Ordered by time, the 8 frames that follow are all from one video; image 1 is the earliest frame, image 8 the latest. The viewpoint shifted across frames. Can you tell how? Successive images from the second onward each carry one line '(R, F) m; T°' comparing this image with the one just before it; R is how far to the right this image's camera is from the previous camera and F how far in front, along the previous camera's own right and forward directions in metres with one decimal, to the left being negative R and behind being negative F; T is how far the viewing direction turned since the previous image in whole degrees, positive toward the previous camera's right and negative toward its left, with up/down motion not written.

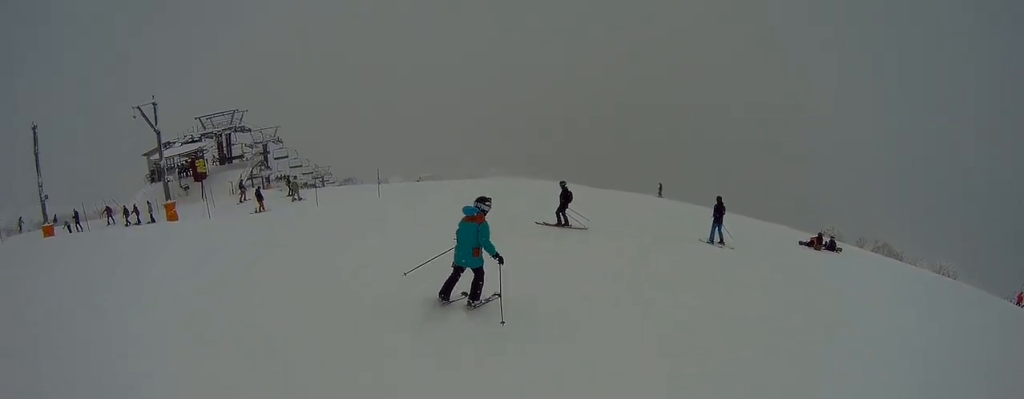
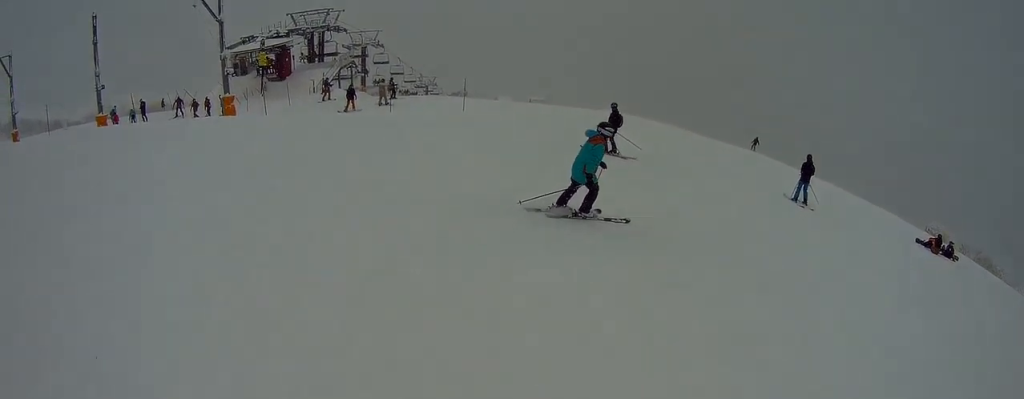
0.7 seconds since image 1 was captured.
(+0.6, +2.5) m; +5°
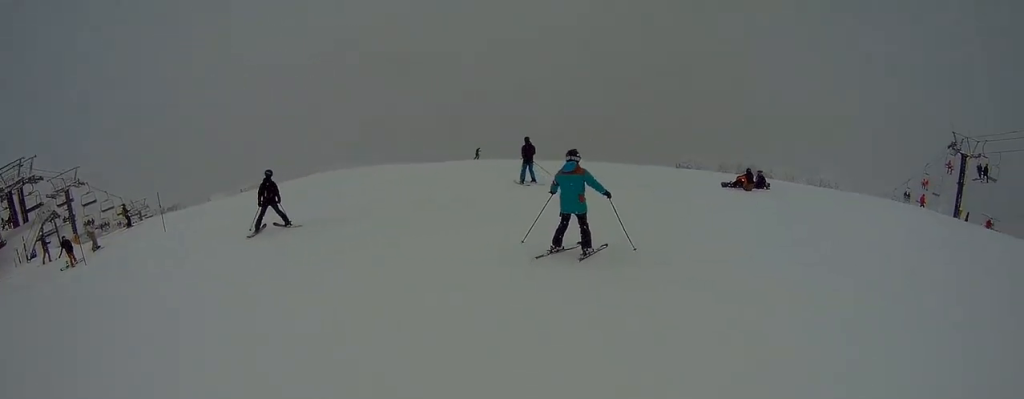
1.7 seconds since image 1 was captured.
(+0.2, +4.2) m; +8°
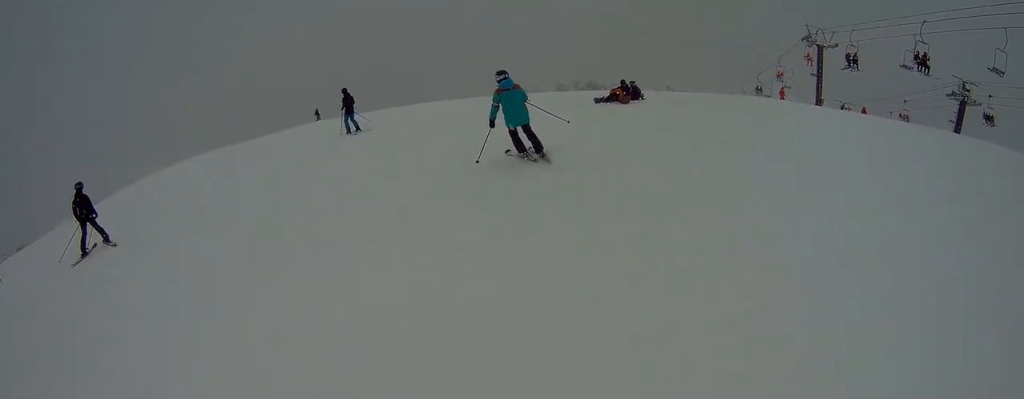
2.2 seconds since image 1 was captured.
(-0.2, +2.2) m; +3°
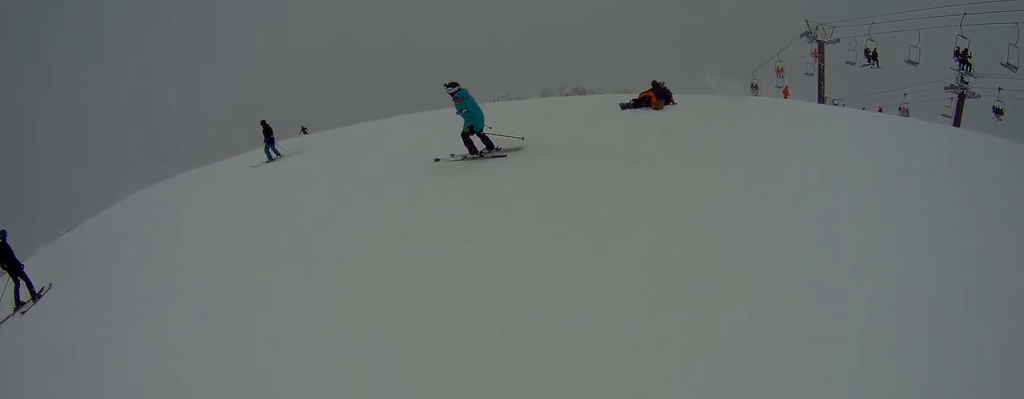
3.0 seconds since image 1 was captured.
(+0.9, +3.6) m; -2°
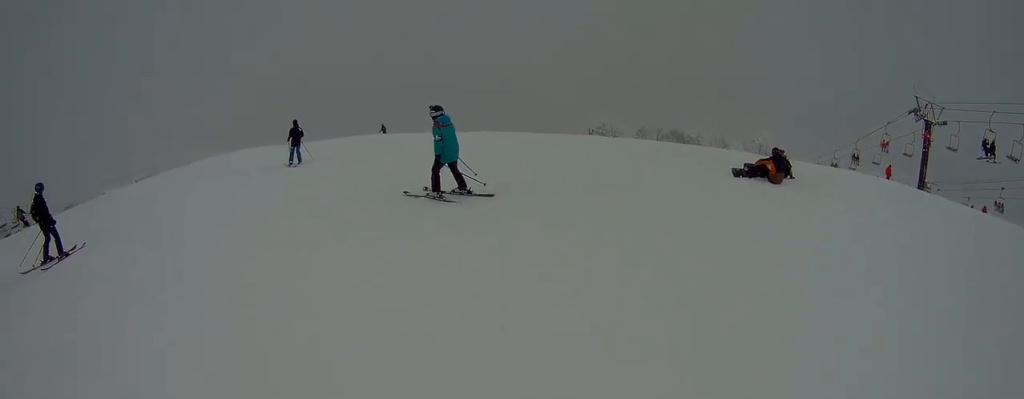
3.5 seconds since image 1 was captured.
(-0.4, +2.5) m; -14°
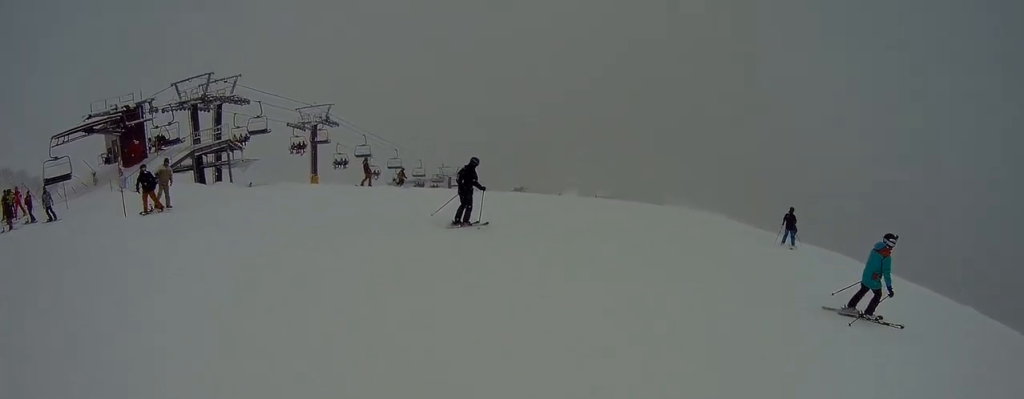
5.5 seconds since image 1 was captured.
(-2.8, +7.8) m; -16°
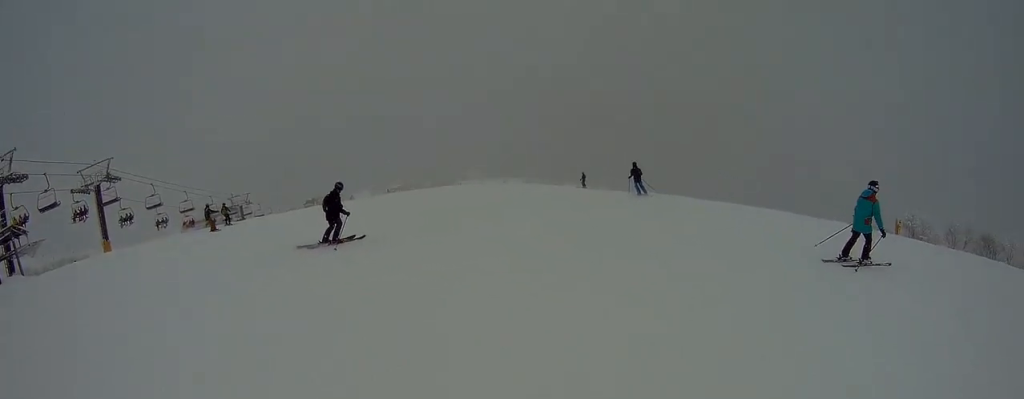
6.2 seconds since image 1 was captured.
(+0.7, +3.1) m; +8°
